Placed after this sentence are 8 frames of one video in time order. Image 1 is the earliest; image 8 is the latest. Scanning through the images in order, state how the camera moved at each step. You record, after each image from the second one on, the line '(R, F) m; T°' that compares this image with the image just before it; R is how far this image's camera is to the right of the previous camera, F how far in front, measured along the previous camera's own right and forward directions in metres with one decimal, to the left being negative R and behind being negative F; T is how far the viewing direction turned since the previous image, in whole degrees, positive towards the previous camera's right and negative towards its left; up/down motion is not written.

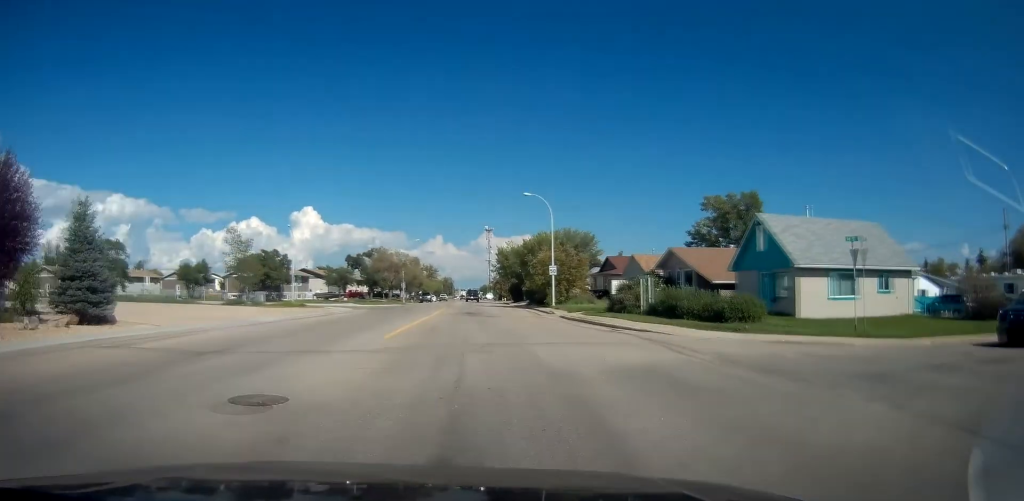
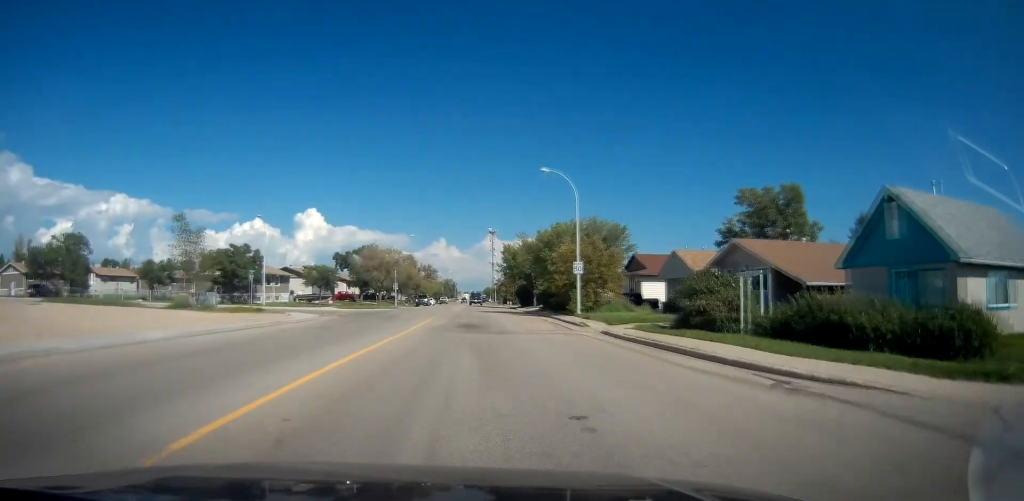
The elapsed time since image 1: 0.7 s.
(0.0, +10.9) m; 0°
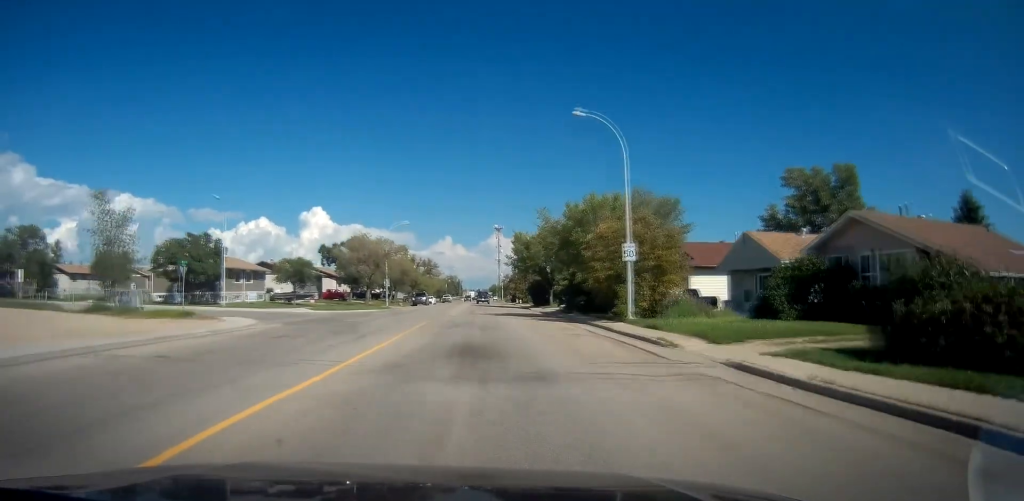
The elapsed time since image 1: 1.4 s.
(0.0, +11.4) m; 0°
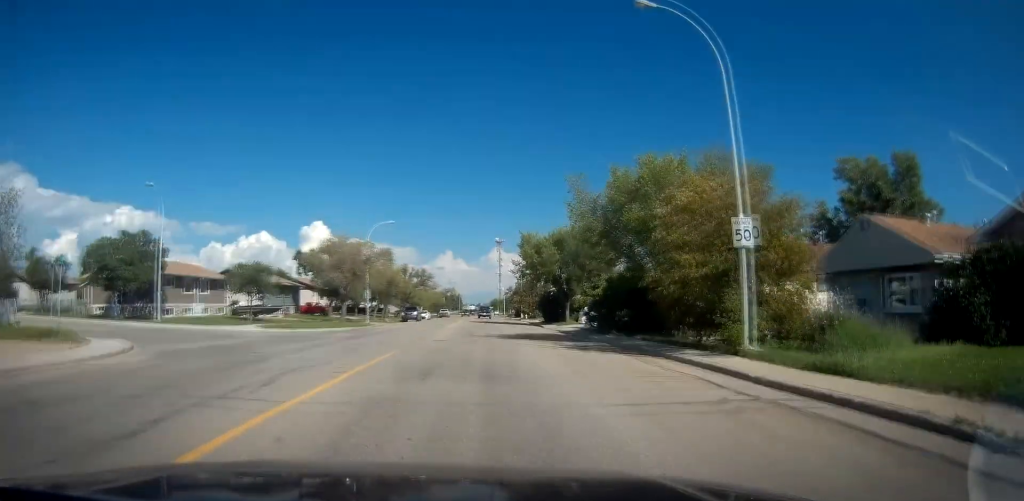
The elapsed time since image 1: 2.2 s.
(0.0, +11.4) m; -1°
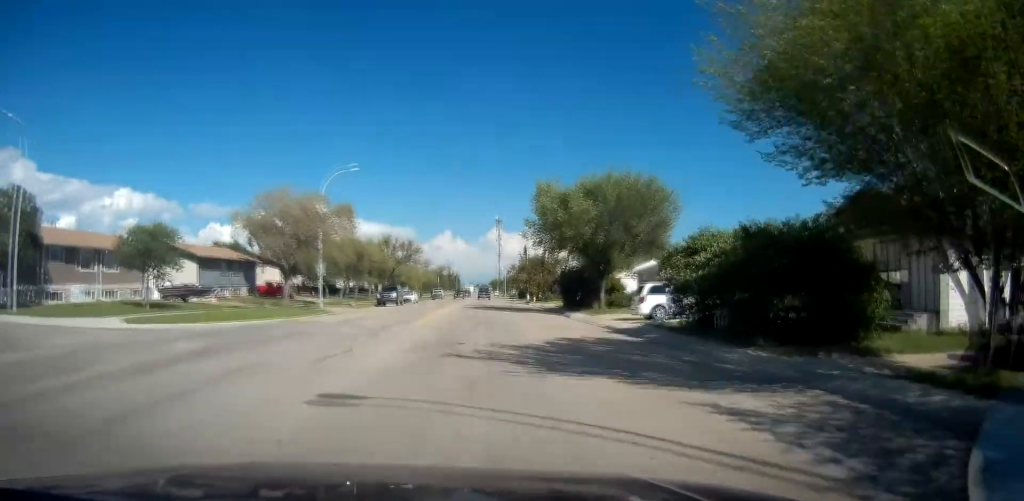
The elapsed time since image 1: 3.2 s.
(-0.2, +15.6) m; -1°
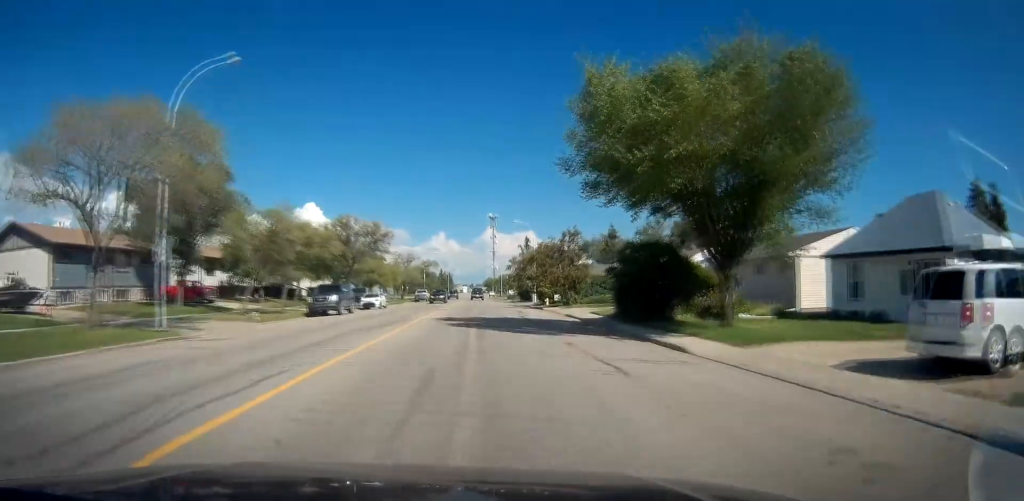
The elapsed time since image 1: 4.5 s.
(+0.1, +20.2) m; +1°
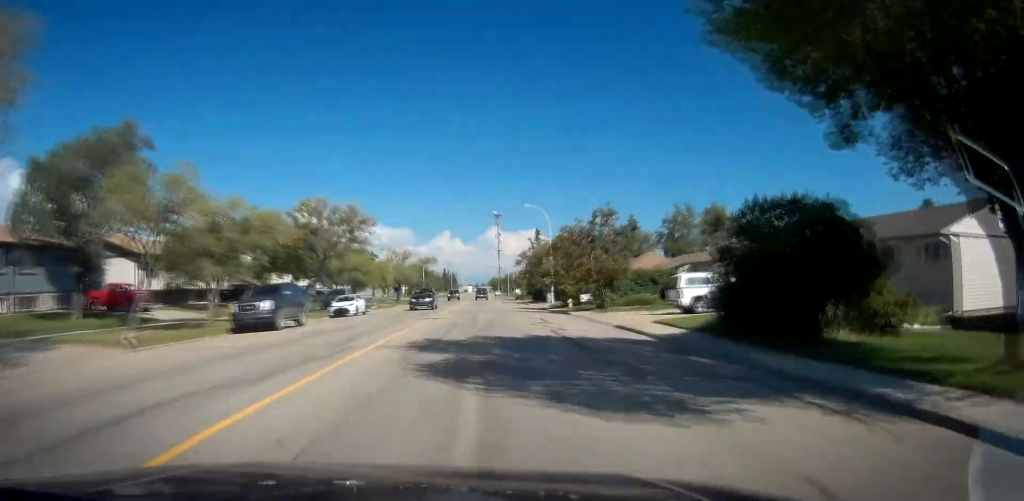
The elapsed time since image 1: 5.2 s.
(+0.1, +11.2) m; 0°
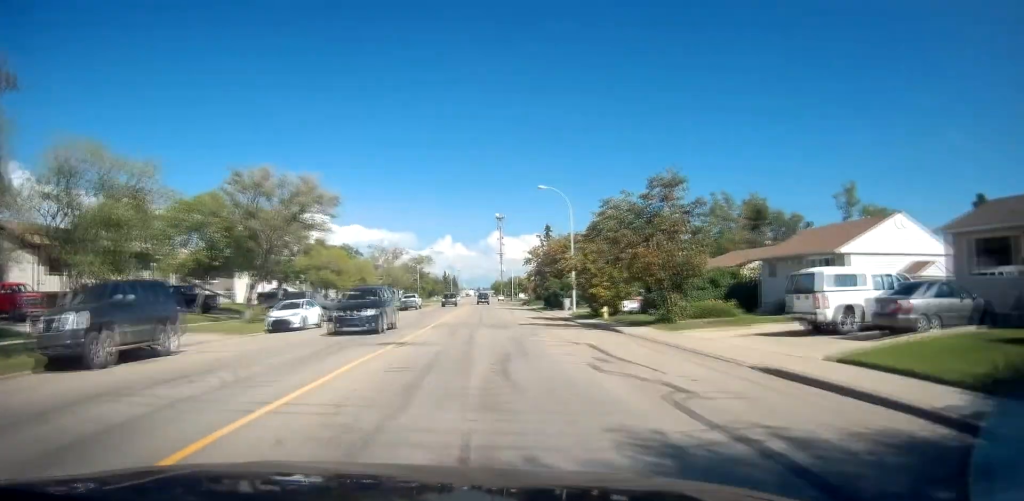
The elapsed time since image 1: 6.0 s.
(0.0, +11.7) m; 0°
